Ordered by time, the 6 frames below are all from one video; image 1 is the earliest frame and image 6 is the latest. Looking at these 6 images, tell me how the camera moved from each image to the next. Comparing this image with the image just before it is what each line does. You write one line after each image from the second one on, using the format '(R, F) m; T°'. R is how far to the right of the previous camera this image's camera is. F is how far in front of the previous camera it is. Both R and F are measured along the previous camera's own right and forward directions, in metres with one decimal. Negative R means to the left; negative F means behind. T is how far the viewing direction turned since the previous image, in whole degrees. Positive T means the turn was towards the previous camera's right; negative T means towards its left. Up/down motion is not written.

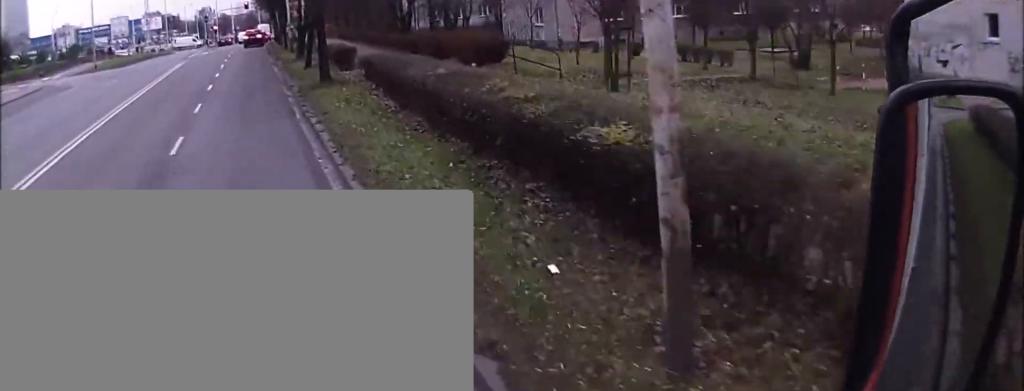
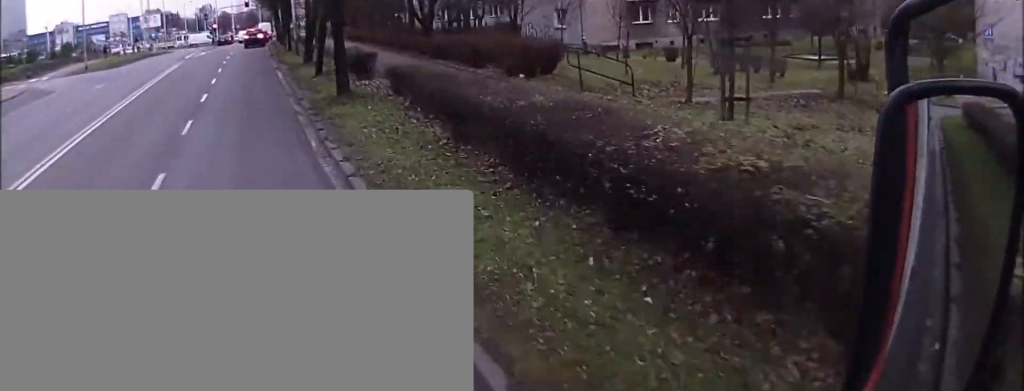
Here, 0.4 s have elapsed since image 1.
(-0.2, +4.0) m; 0°
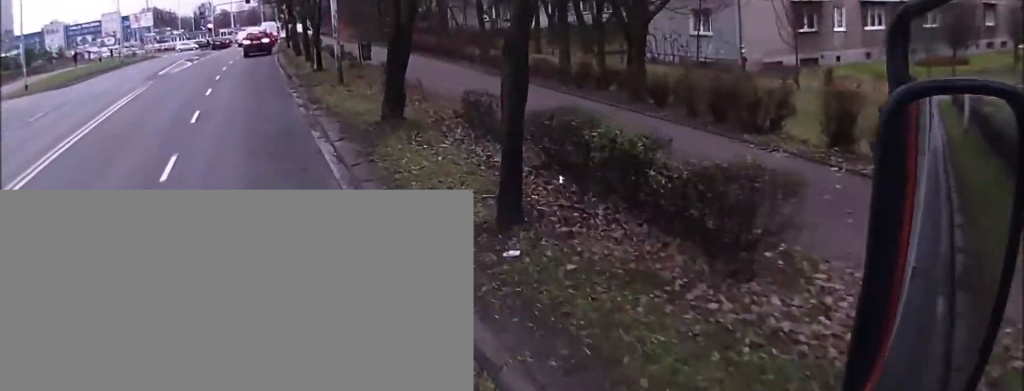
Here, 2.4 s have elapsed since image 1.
(+0.9, +17.2) m; -1°
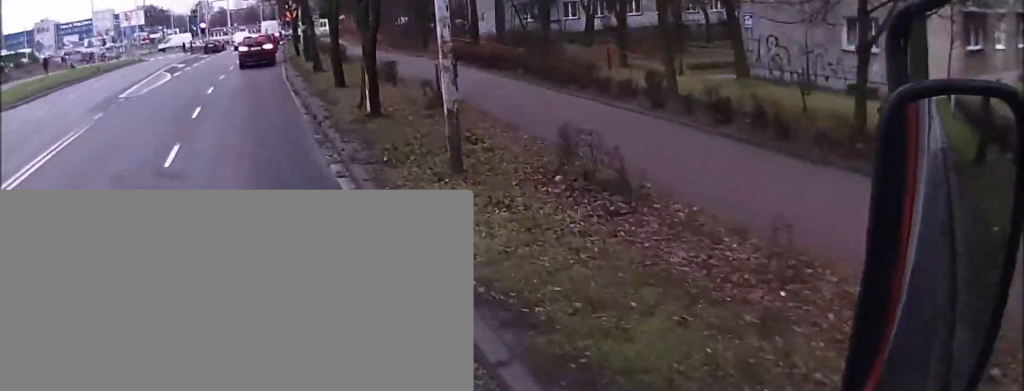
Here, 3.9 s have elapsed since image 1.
(+0.1, +12.0) m; +3°
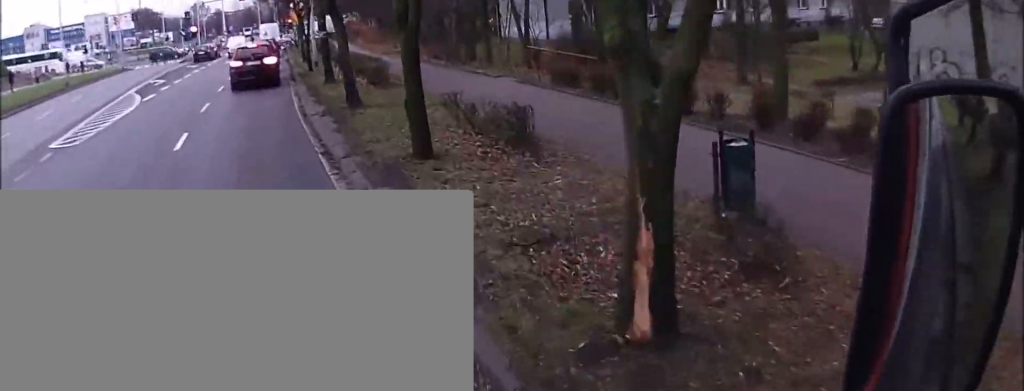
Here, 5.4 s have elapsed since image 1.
(-0.6, +10.5) m; -1°
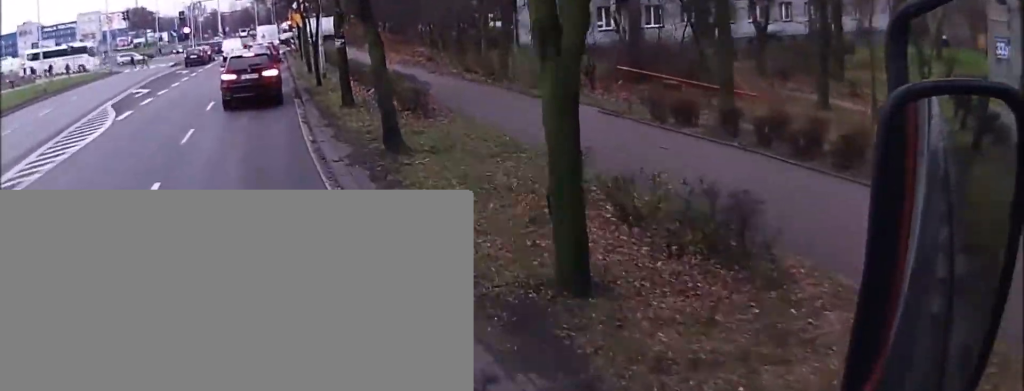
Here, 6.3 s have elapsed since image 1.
(+0.8, +5.2) m; +4°
